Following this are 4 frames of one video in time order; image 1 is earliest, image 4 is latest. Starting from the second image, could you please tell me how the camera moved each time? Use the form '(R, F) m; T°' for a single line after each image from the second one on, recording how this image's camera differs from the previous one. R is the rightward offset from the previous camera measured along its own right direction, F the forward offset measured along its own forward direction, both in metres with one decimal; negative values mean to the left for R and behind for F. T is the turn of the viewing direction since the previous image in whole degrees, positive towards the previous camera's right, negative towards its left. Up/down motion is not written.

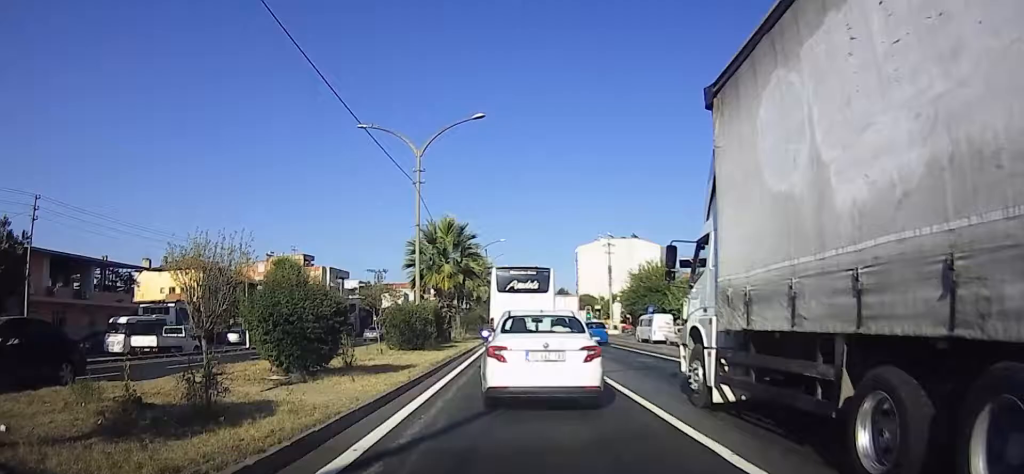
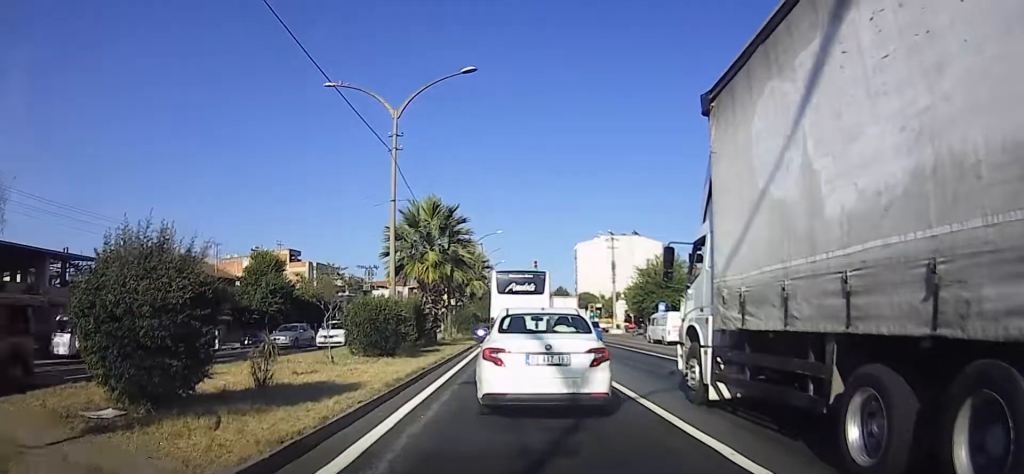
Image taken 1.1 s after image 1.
(0.0, +4.3) m; 0°
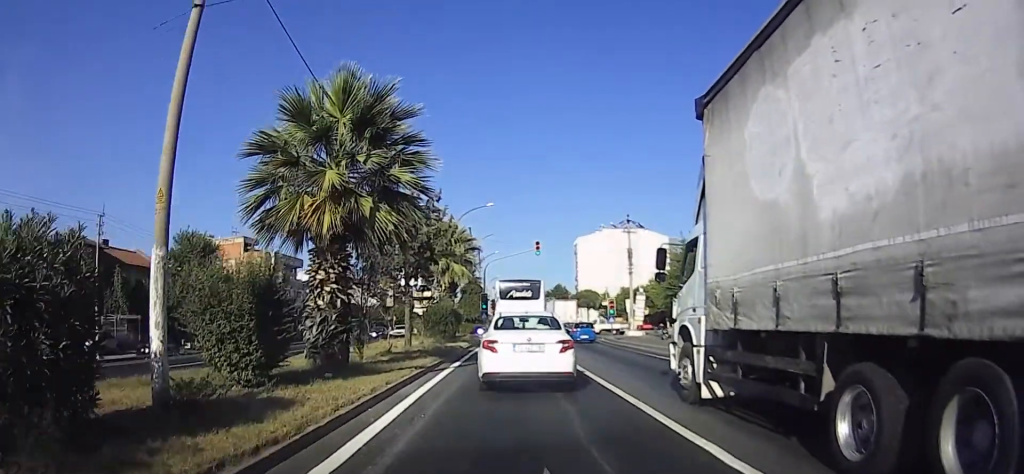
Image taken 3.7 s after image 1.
(+0.3, +12.1) m; +3°
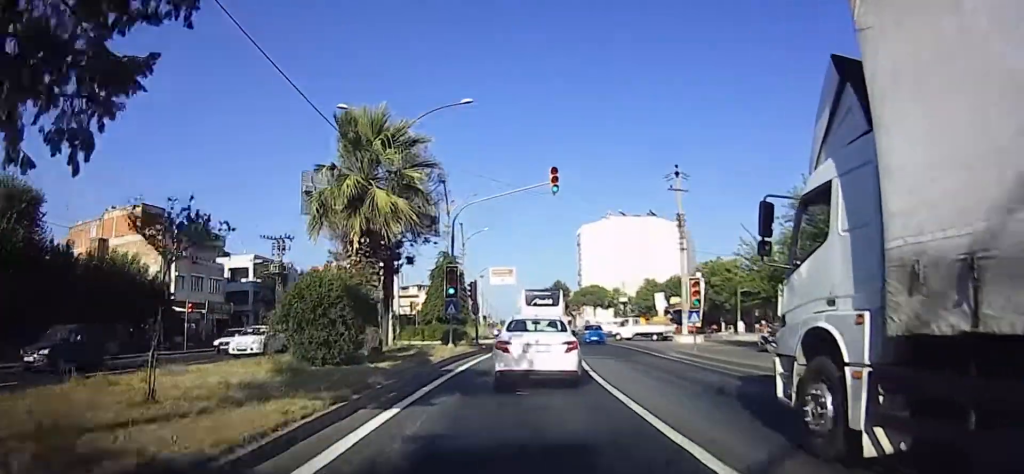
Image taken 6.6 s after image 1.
(+0.1, +18.9) m; 0°
